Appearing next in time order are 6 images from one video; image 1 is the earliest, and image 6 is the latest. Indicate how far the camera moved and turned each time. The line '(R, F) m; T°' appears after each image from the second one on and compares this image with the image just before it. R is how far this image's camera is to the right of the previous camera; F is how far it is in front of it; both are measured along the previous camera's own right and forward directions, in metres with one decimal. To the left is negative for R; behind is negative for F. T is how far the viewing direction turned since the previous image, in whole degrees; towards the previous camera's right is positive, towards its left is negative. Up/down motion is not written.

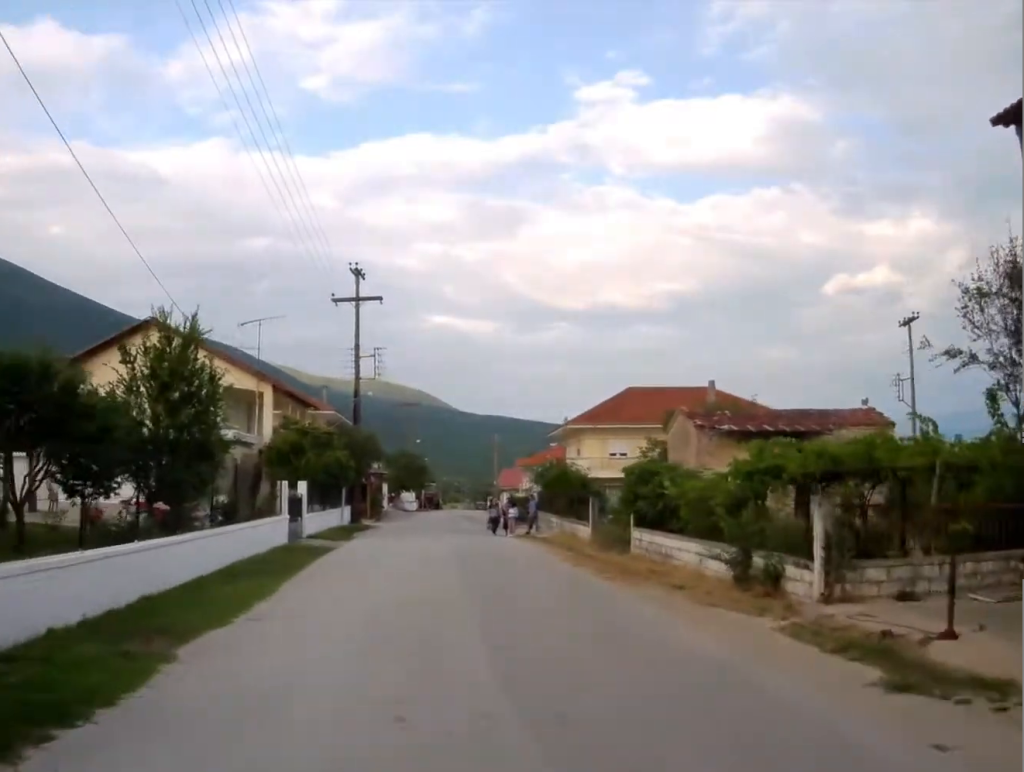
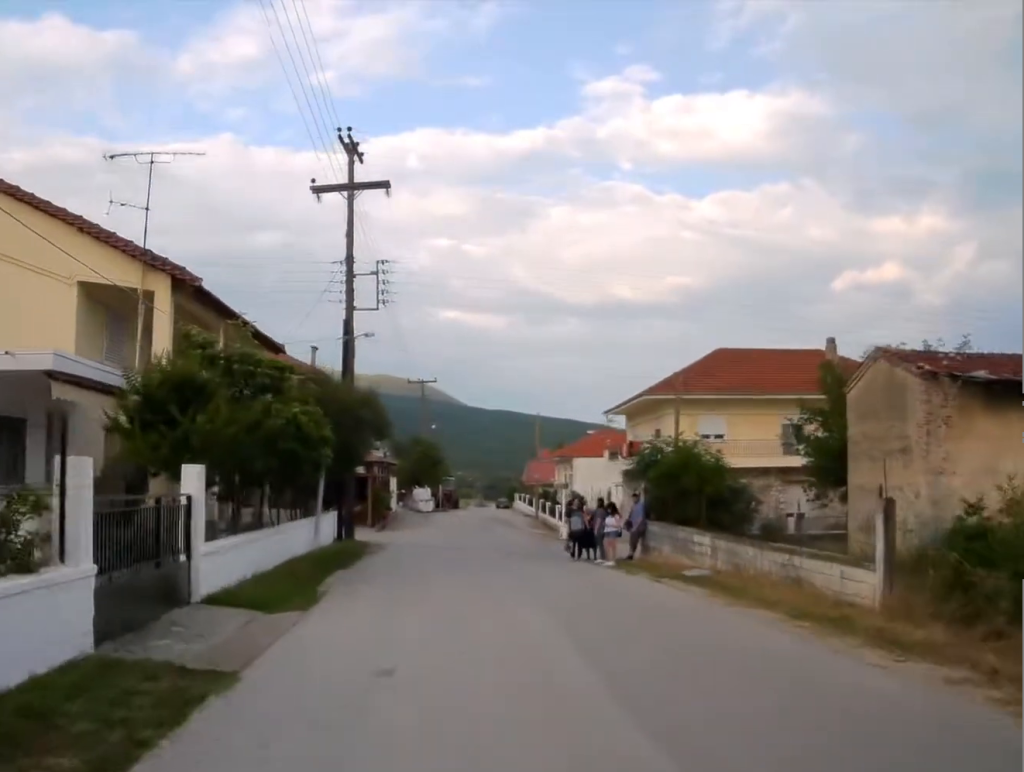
(-0.4, +18.1) m; -1°
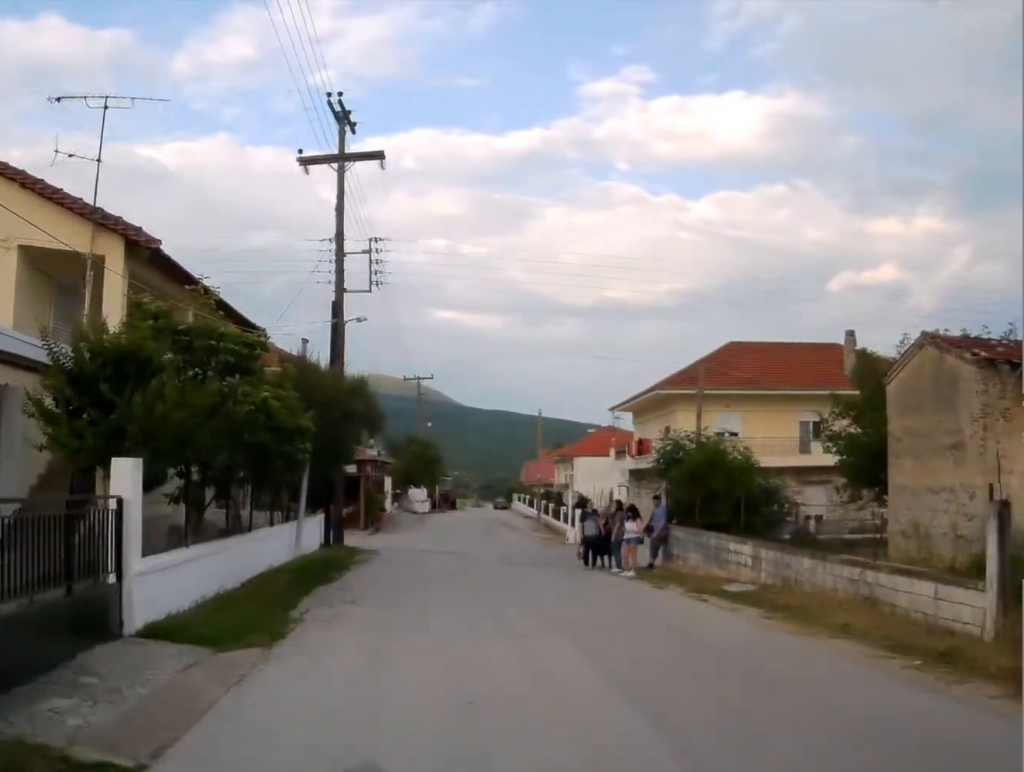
(-0.1, +2.9) m; 0°
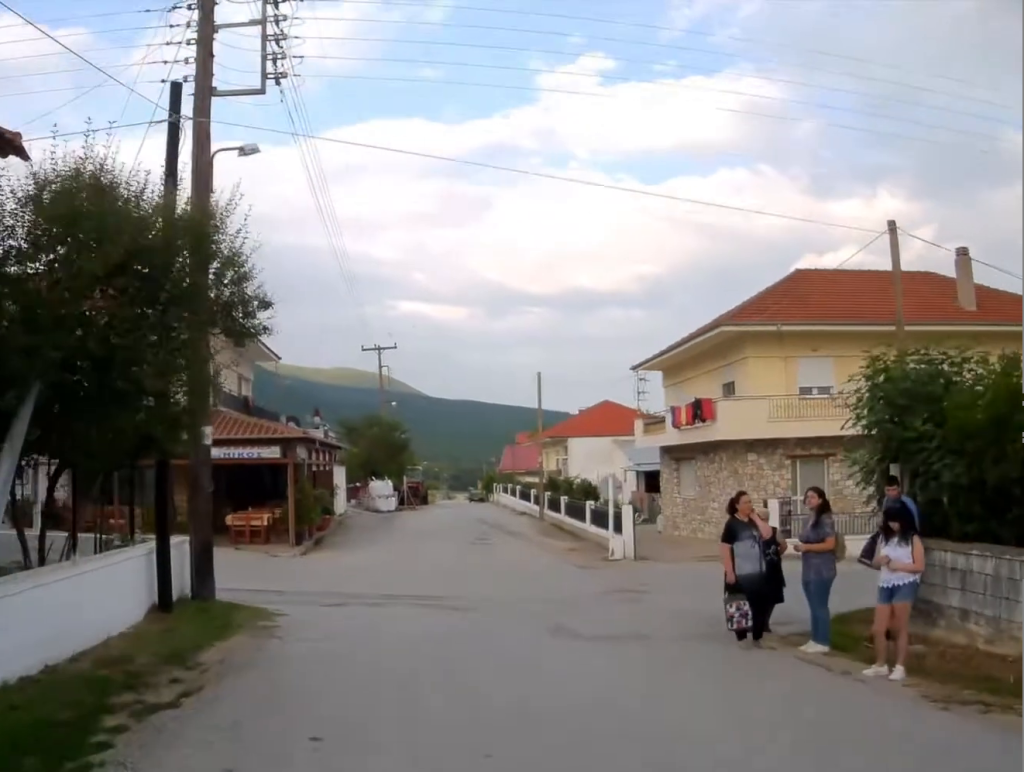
(-0.2, +15.6) m; 0°
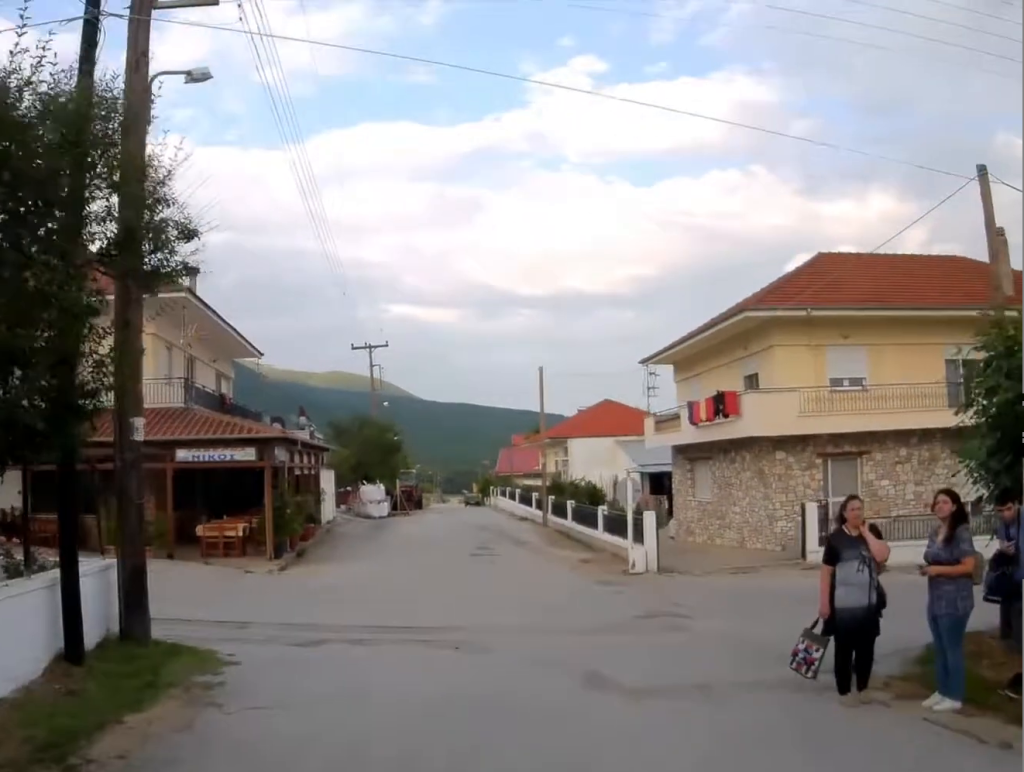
(+0.2, +3.7) m; +1°
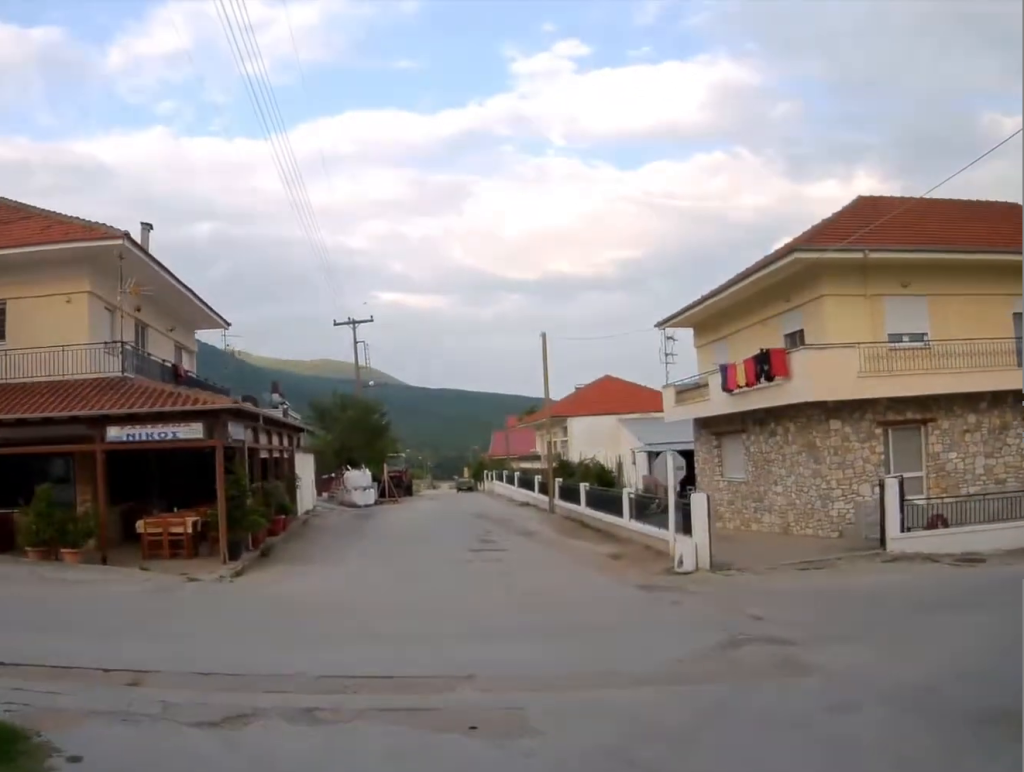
(-0.1, +6.5) m; +2°
